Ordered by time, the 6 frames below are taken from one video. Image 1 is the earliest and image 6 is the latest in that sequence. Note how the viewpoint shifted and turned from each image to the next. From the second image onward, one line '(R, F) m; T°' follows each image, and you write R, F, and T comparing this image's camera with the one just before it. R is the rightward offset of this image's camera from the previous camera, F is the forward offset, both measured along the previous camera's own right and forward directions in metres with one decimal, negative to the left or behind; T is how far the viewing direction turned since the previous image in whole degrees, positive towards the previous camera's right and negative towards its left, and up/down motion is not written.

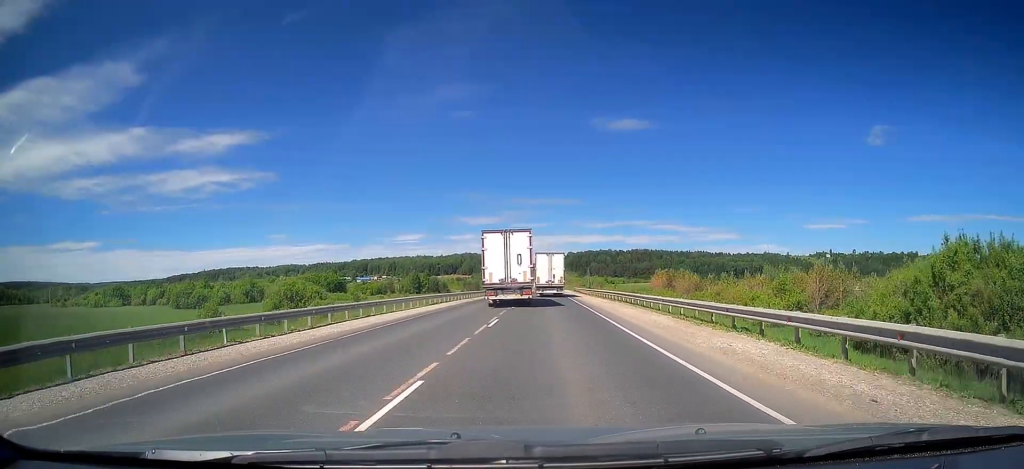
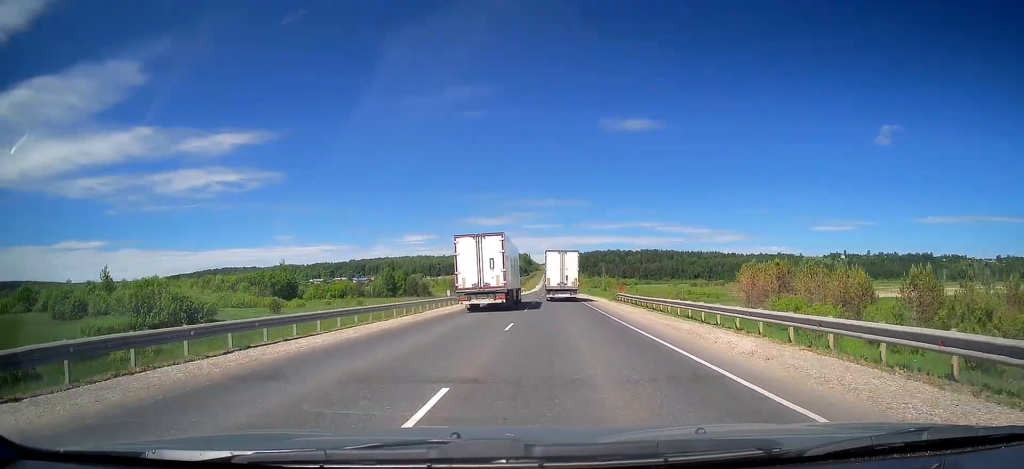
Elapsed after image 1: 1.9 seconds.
(-0.5, +48.2) m; -1°
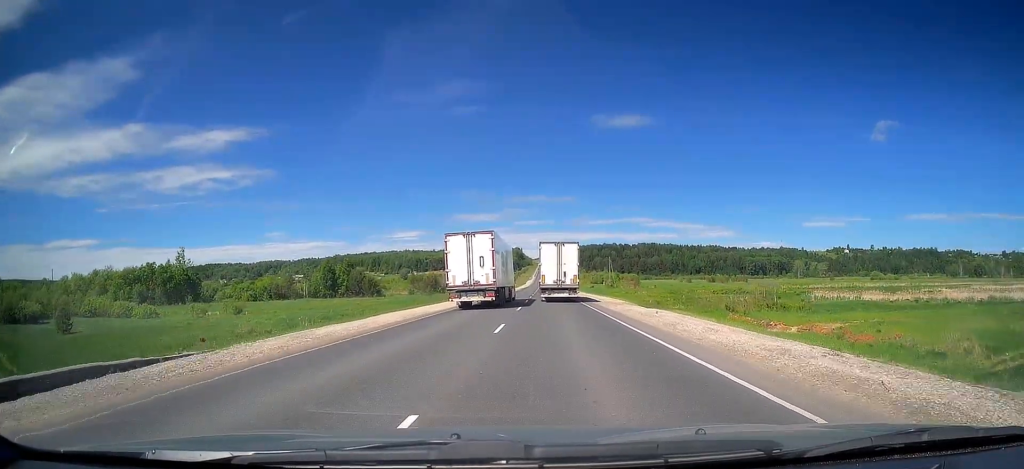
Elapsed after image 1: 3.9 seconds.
(+0.6, +49.3) m; +1°
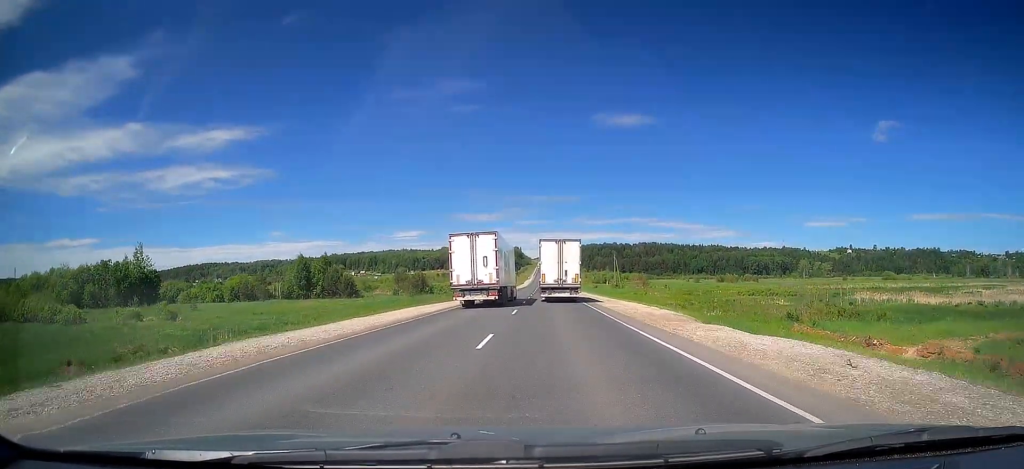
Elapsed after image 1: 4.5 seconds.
(0.0, +15.7) m; 0°
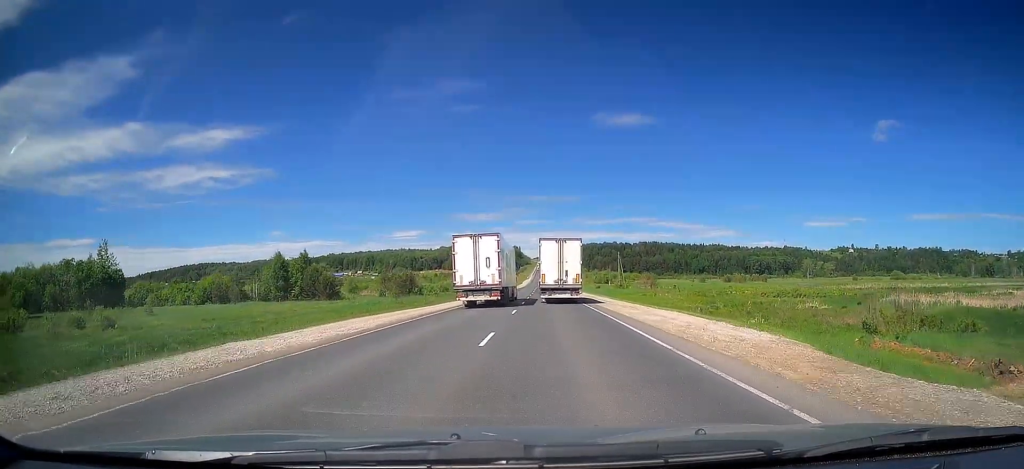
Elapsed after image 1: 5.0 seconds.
(-0.1, +11.6) m; 0°
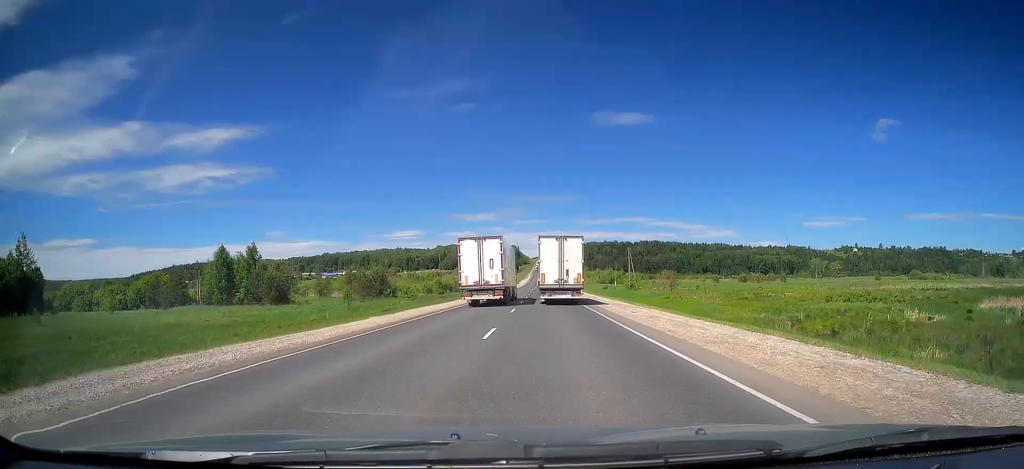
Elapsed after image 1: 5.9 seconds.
(+0.2, +22.7) m; +1°
